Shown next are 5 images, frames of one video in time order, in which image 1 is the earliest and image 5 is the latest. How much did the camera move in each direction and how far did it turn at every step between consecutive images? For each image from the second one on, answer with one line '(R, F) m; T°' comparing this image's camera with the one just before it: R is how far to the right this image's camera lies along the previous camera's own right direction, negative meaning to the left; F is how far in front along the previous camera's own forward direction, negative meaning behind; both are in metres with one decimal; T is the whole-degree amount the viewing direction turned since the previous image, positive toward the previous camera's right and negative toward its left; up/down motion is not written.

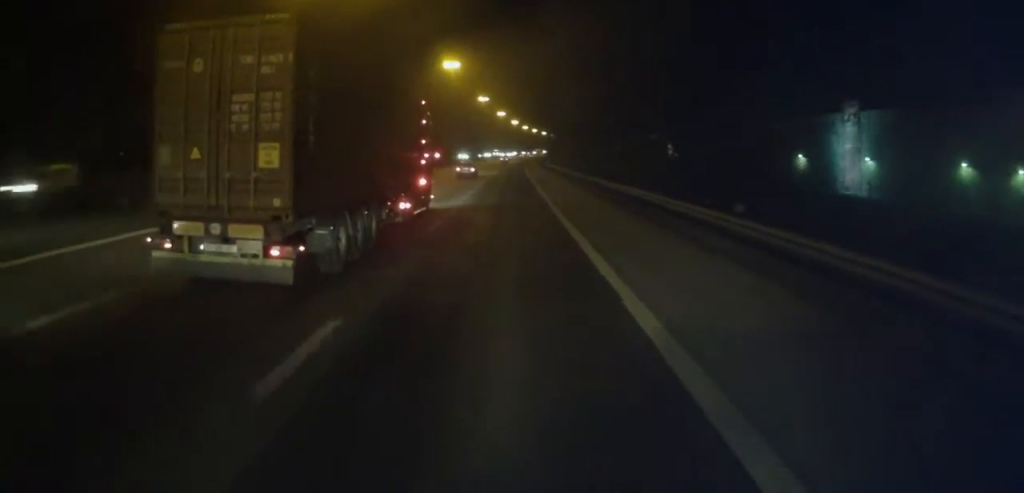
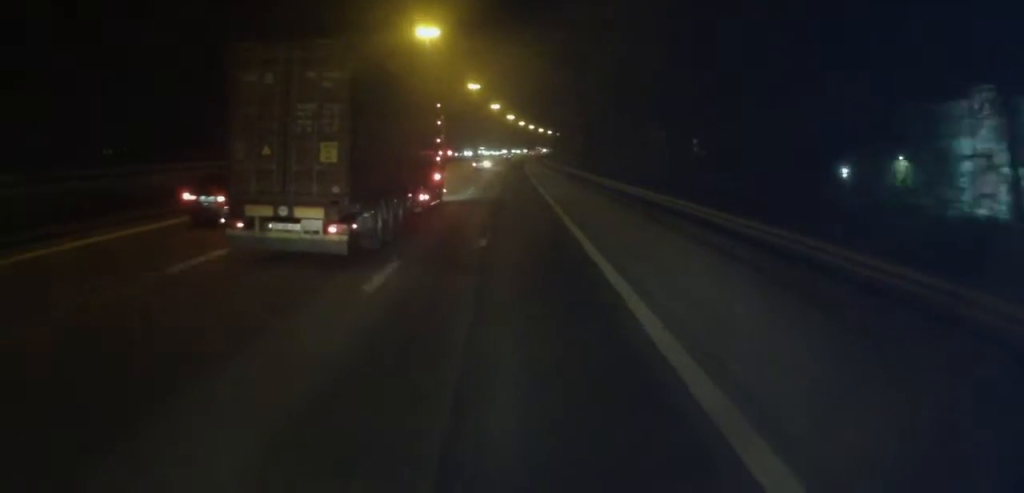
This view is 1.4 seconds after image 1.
(-0.1, +33.4) m; 0°
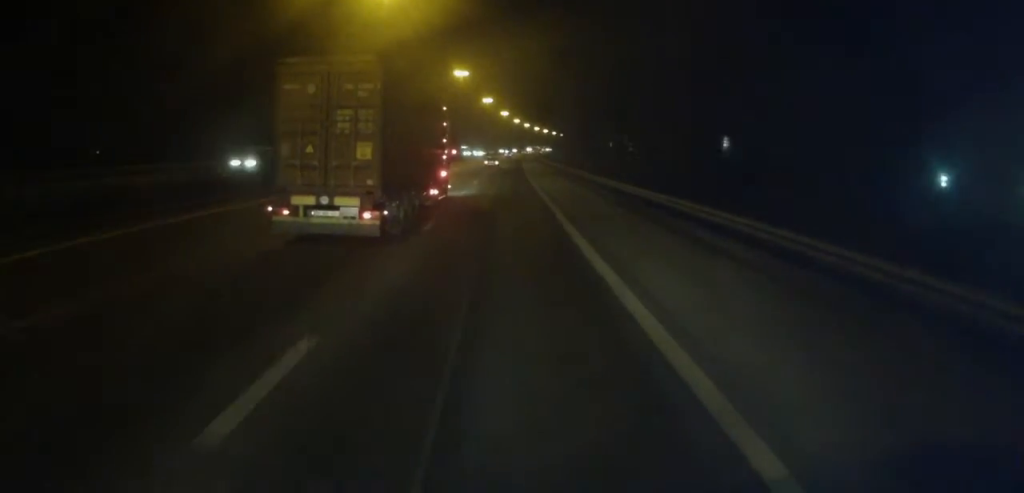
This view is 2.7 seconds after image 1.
(+0.3, +30.1) m; +1°
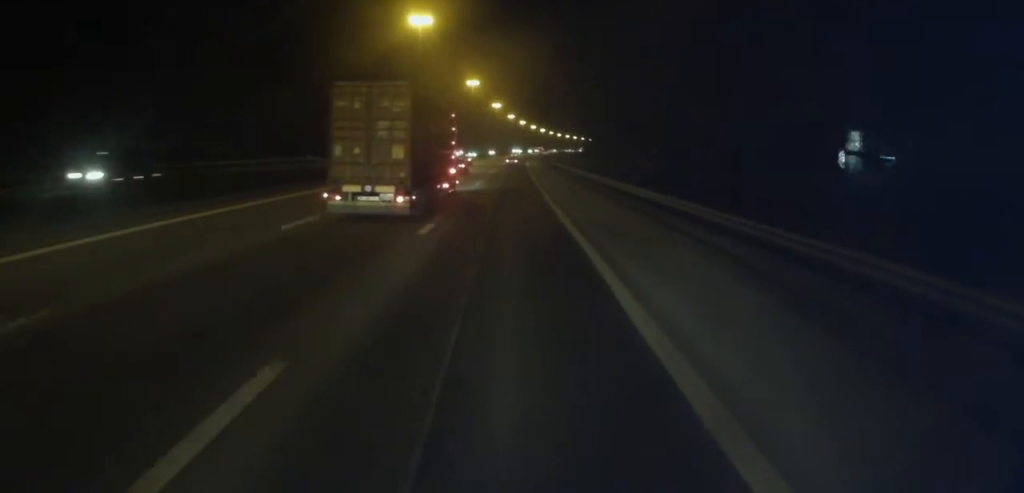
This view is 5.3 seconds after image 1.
(+0.3, +63.3) m; 0°
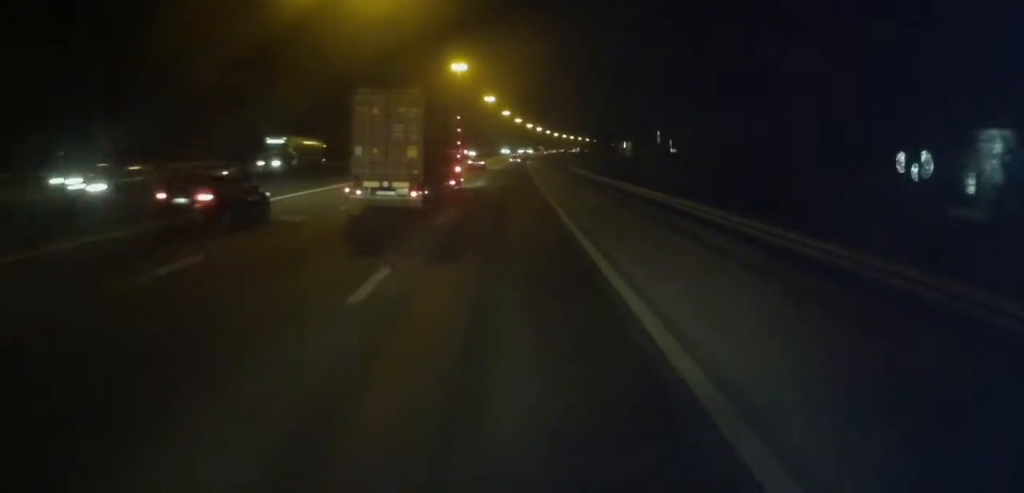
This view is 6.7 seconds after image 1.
(+0.2, +32.5) m; +1°
